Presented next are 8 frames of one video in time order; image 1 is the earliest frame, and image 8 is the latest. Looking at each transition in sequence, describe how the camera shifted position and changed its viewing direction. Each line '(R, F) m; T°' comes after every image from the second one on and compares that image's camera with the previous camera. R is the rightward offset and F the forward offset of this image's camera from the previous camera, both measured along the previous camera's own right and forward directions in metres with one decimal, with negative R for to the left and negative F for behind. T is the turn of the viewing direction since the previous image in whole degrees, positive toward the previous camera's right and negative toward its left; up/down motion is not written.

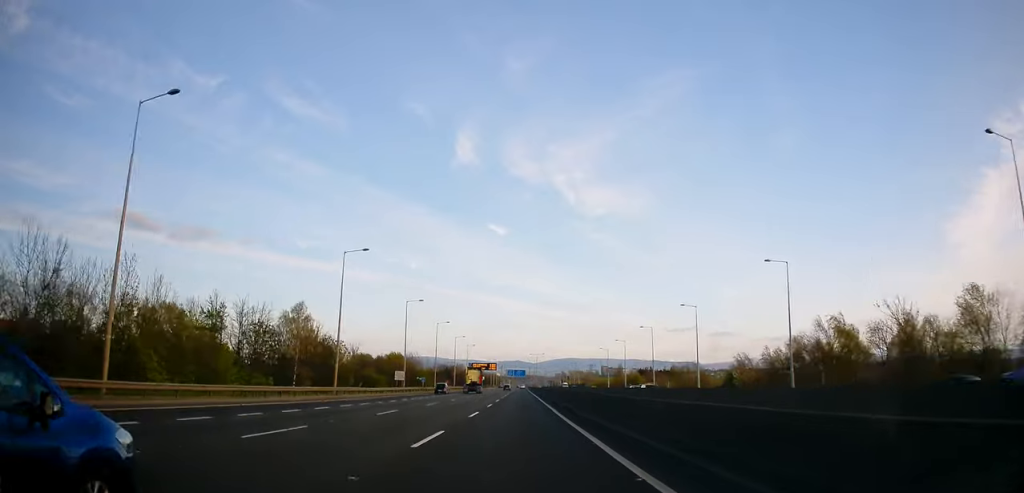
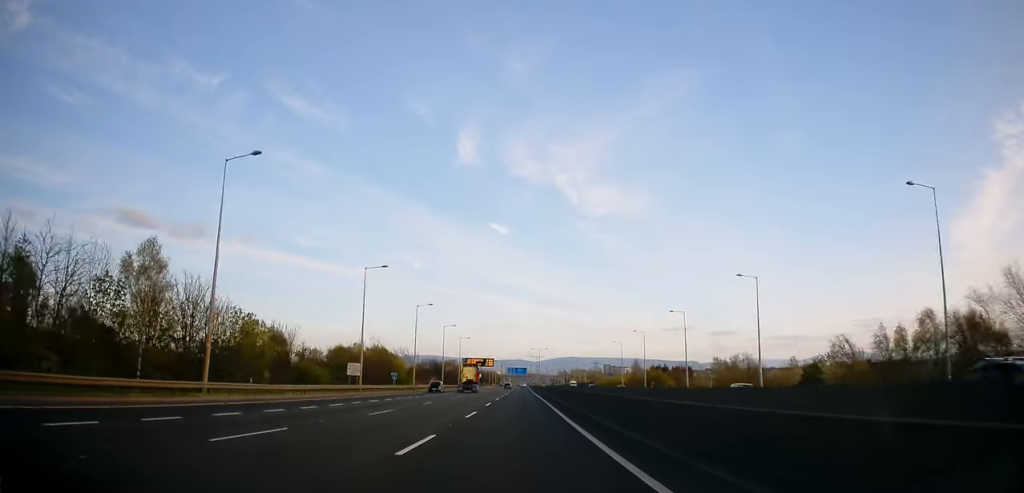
(-0.1, +24.7) m; 0°
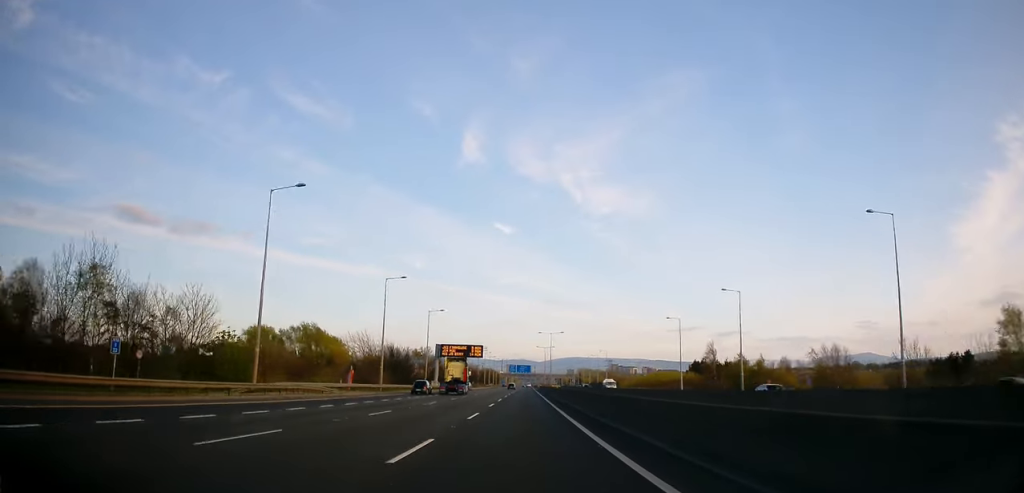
(0.0, +60.5) m; 0°
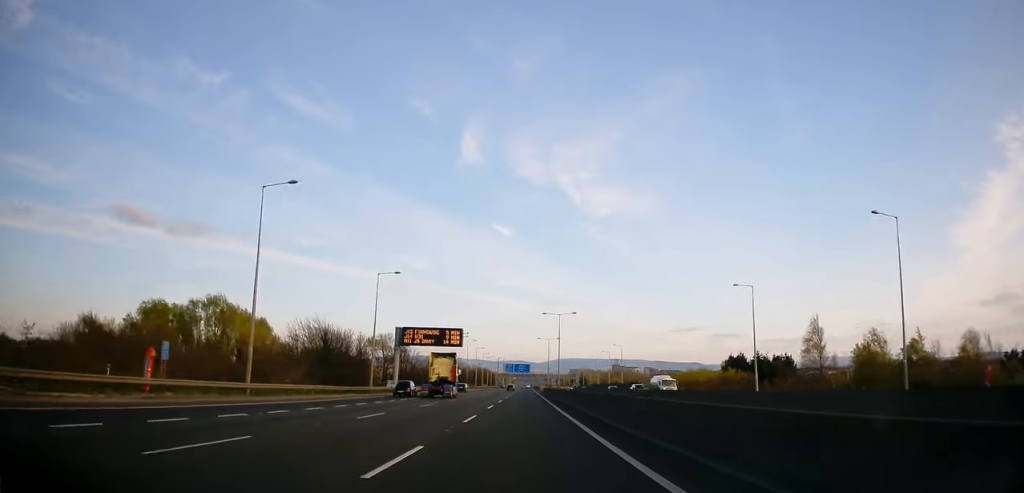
(0.0, +37.3) m; 0°
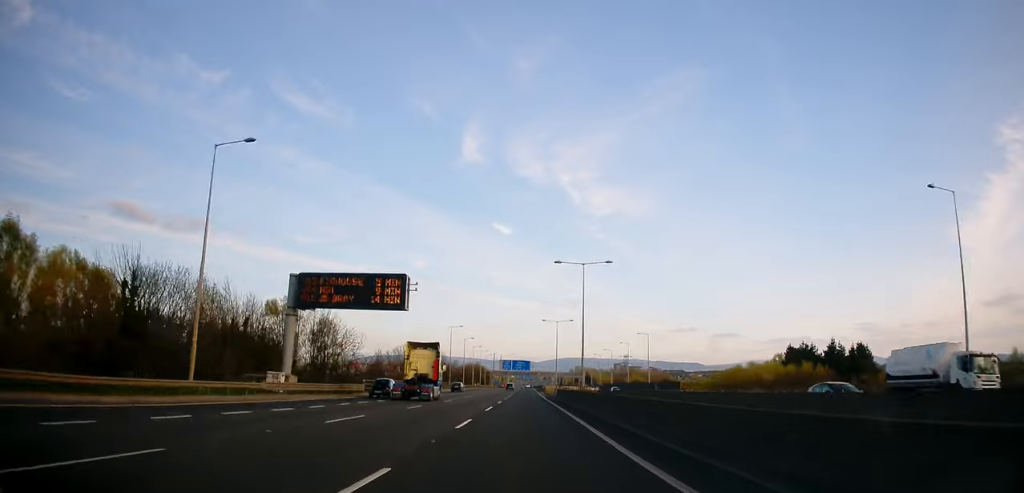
(+0.1, +38.8) m; +1°
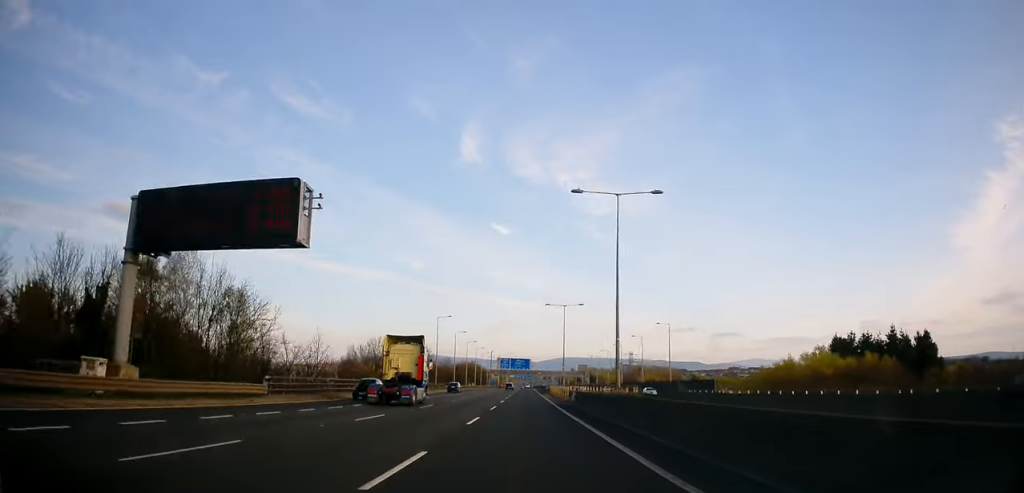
(+0.1, +20.8) m; 0°
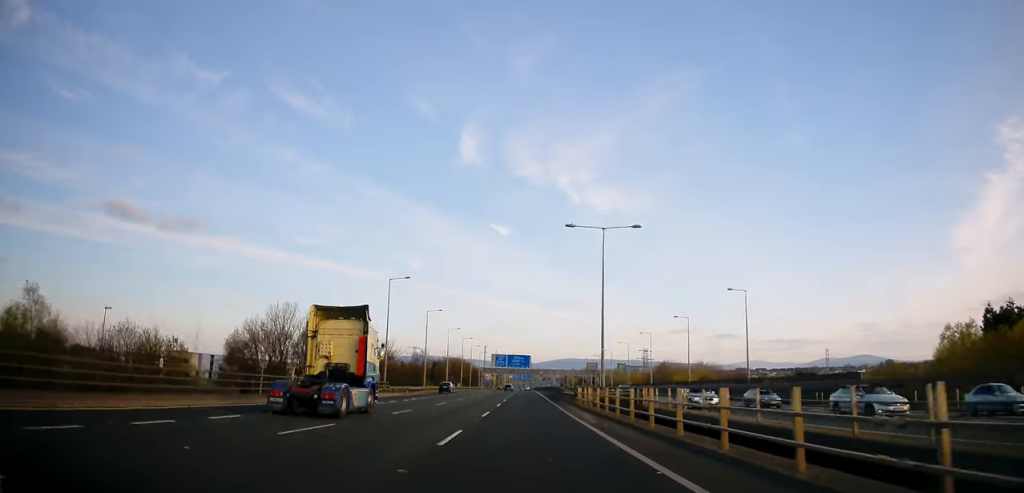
(+0.1, +42.6) m; 0°
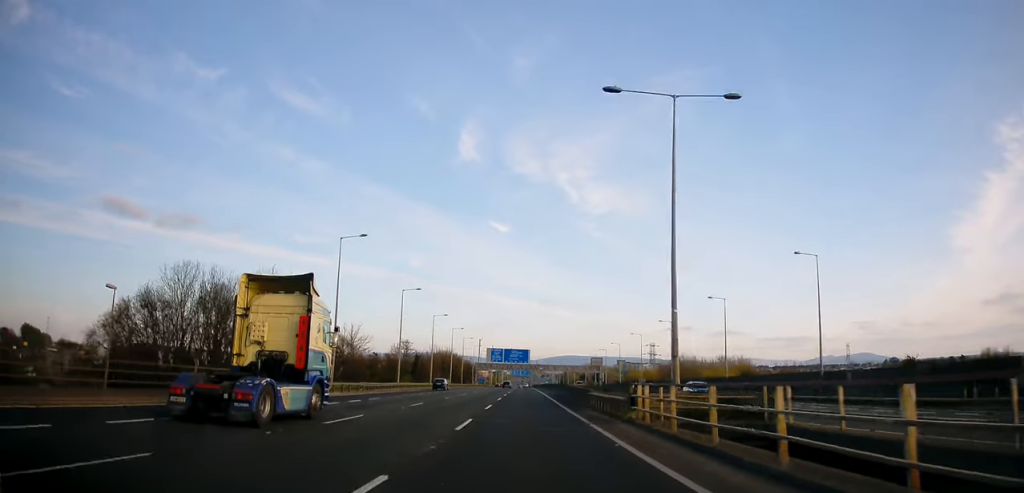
(-0.1, +20.4) m; 0°
